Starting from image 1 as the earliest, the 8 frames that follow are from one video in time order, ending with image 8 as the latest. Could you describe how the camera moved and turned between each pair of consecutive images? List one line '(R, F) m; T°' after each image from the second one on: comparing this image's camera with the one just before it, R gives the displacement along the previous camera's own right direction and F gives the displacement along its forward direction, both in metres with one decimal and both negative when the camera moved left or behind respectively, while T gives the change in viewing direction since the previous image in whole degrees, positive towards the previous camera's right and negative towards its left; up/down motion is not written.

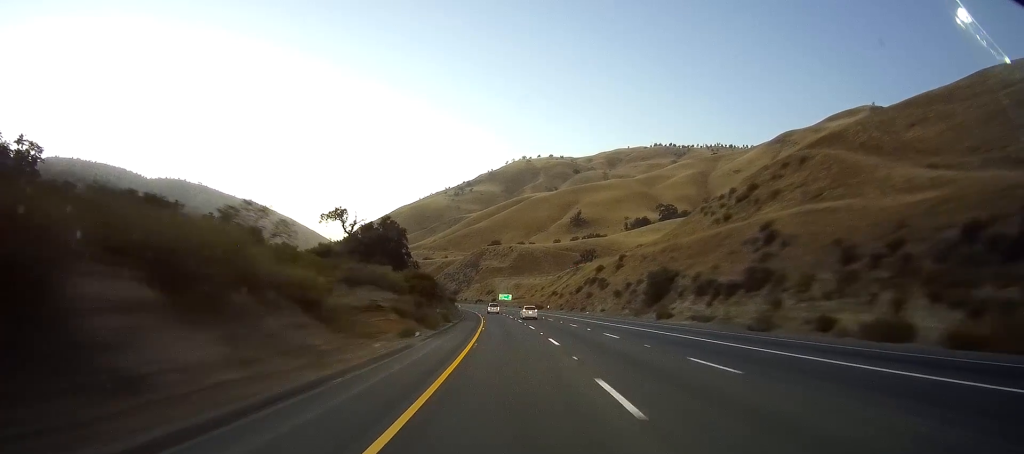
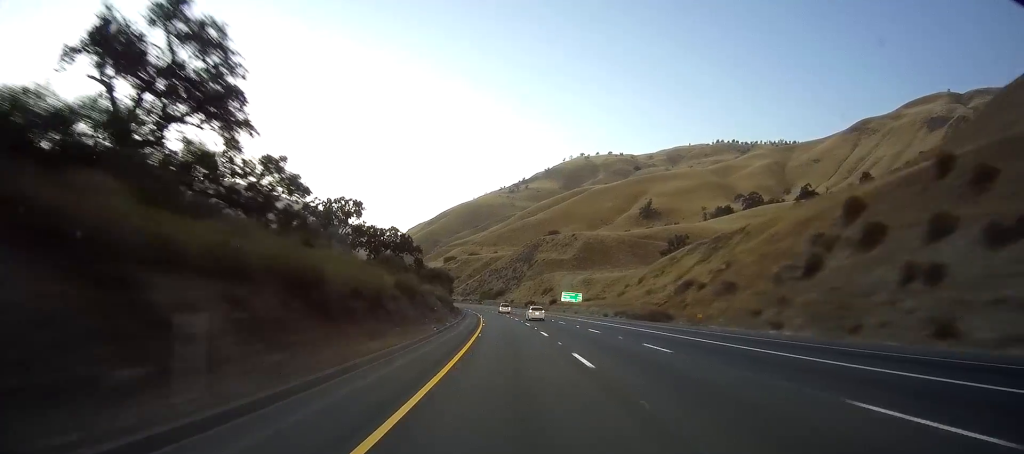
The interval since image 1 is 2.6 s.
(-5.1, +80.6) m; -7°
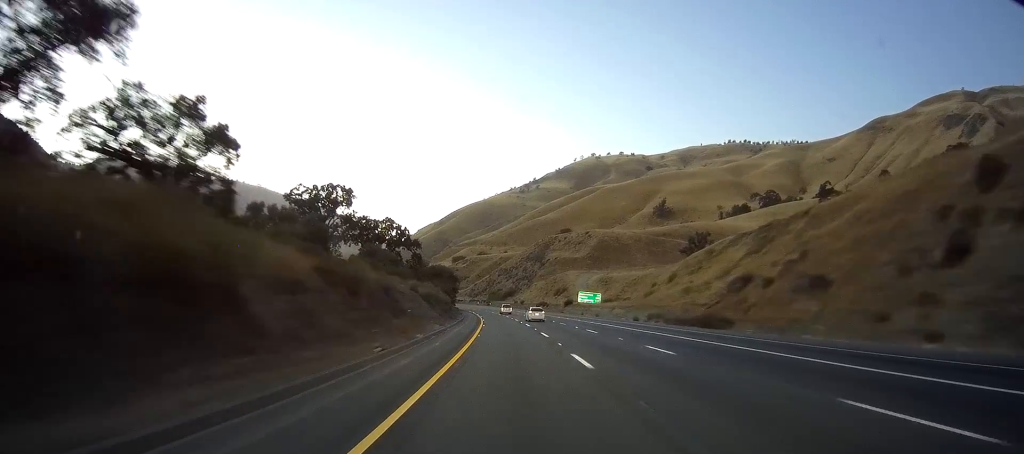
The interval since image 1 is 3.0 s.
(+0.3, +14.6) m; -1°
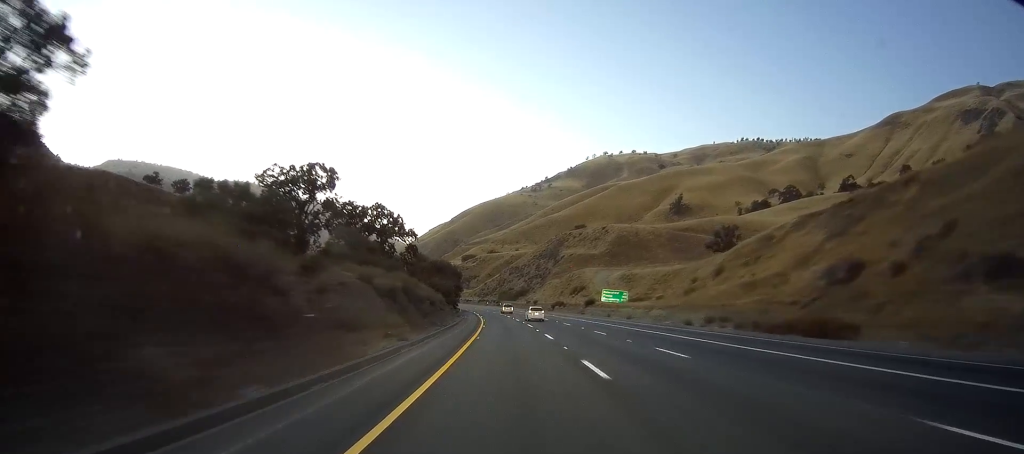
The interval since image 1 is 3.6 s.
(-0.7, +16.6) m; -1°
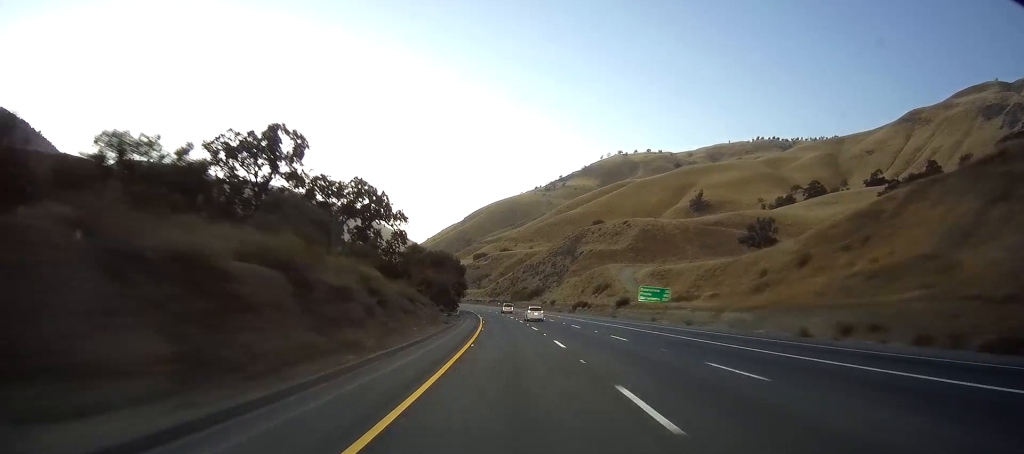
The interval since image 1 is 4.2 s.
(-0.5, +19.7) m; -1°
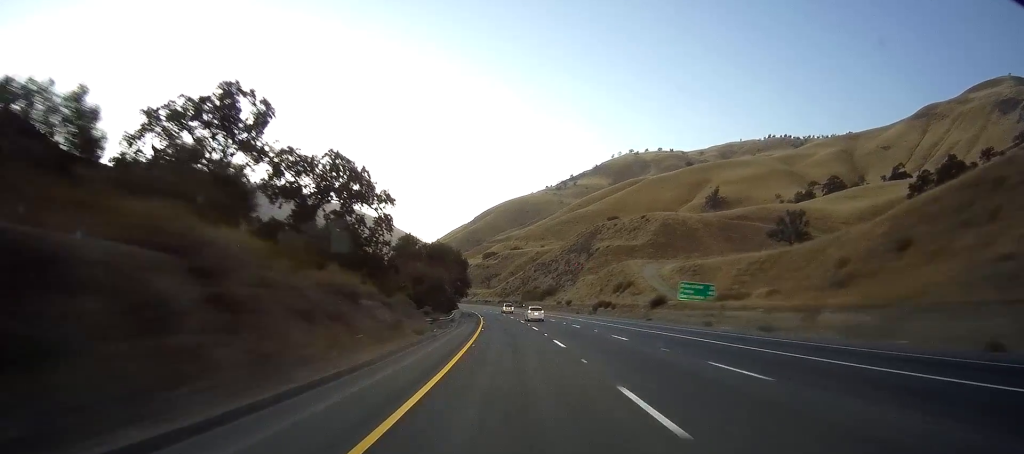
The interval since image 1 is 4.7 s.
(+0.2, +14.5) m; -1°
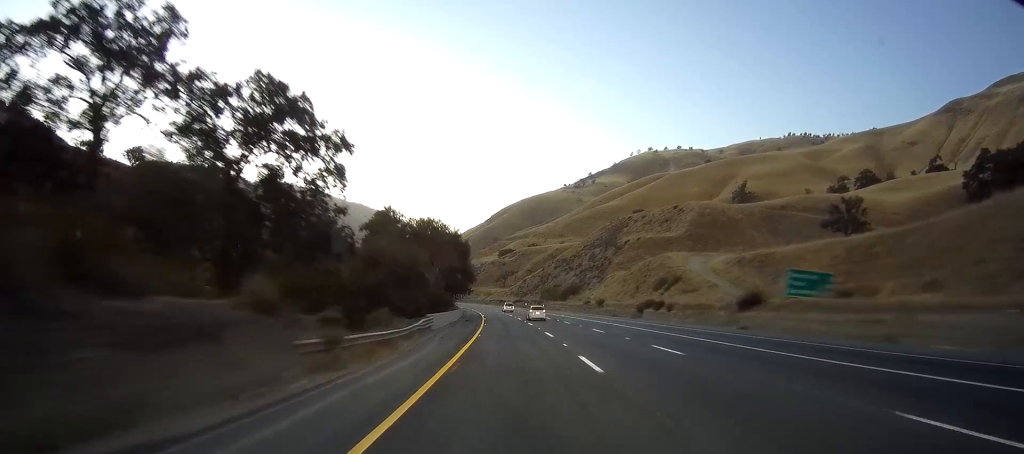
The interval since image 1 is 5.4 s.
(-0.2, +22.8) m; -2°
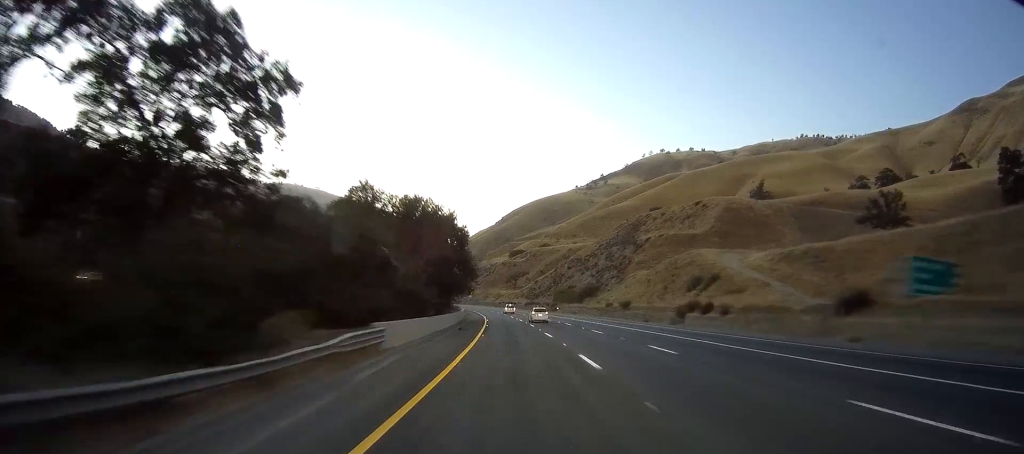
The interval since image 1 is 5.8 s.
(-0.3, +13.5) m; -1°
